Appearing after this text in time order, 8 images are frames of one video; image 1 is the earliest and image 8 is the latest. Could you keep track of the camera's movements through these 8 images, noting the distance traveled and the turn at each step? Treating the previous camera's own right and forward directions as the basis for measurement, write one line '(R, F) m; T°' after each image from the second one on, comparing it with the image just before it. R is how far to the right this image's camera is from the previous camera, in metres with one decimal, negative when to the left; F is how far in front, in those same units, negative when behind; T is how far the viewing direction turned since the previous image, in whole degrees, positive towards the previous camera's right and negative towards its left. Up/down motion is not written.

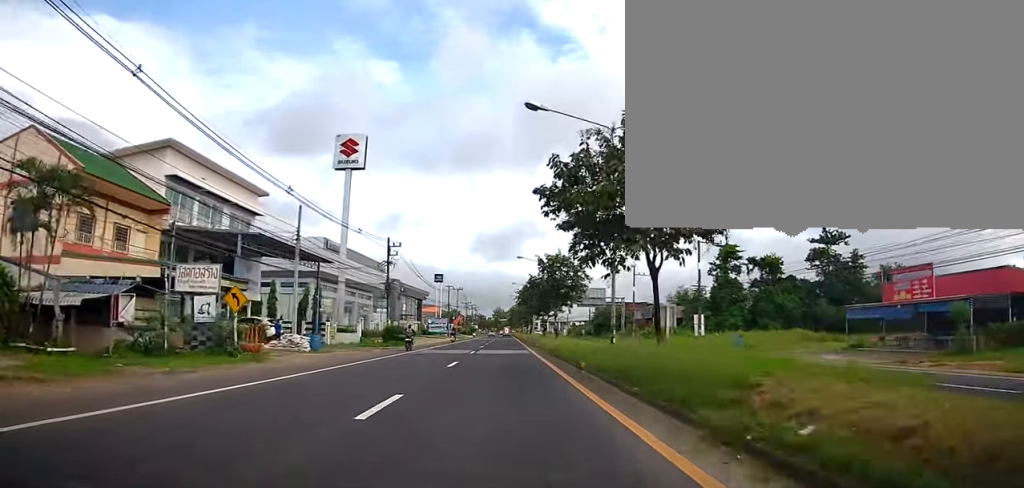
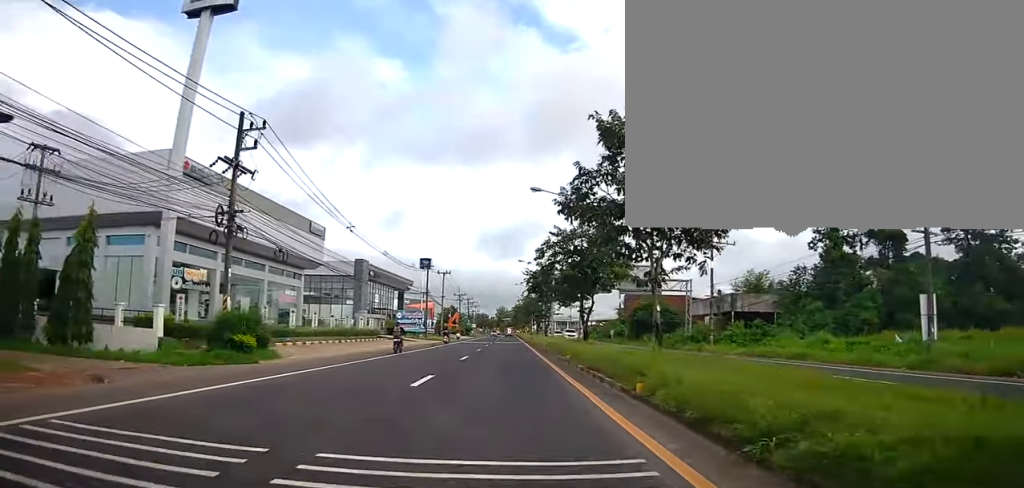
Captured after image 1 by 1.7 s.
(0.0, +31.5) m; 0°
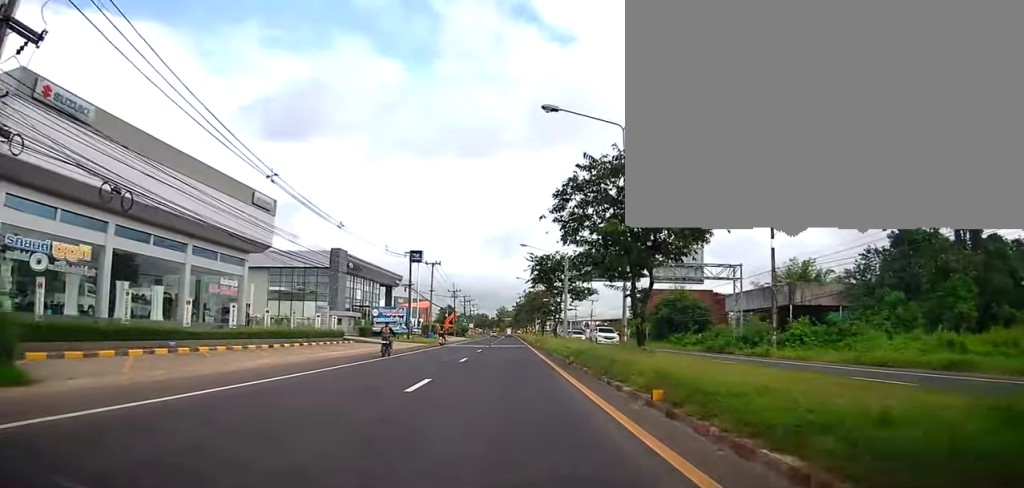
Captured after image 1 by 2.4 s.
(0.0, +12.9) m; 0°
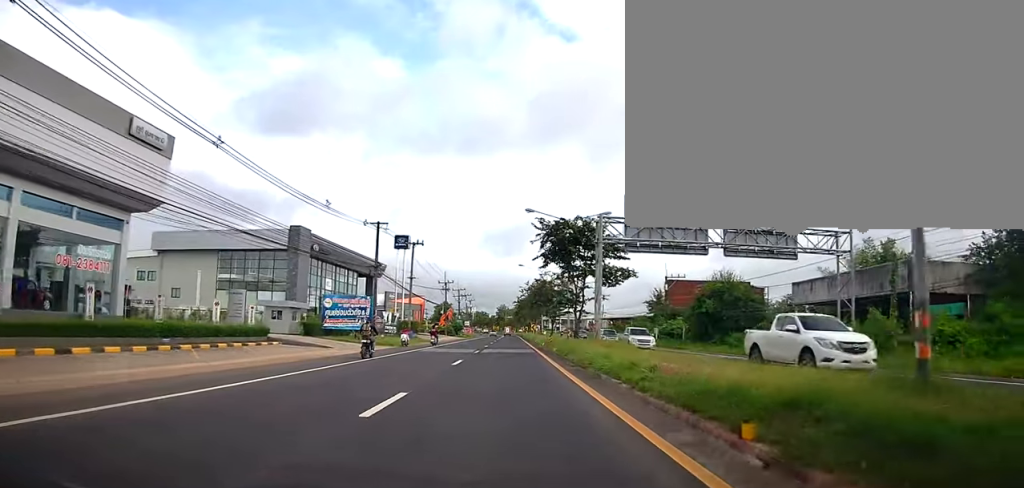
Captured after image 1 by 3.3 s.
(0.0, +15.7) m; 0°
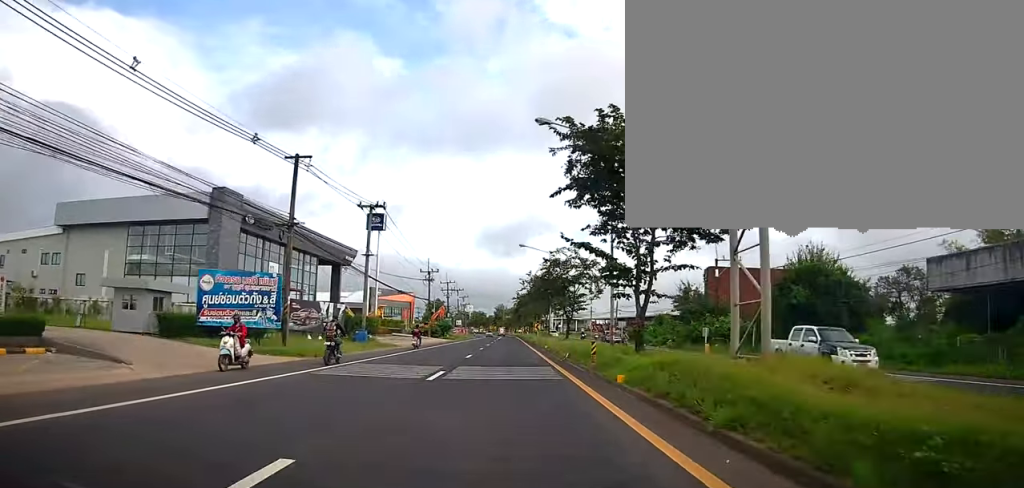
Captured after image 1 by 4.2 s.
(0.0, +17.8) m; -2°
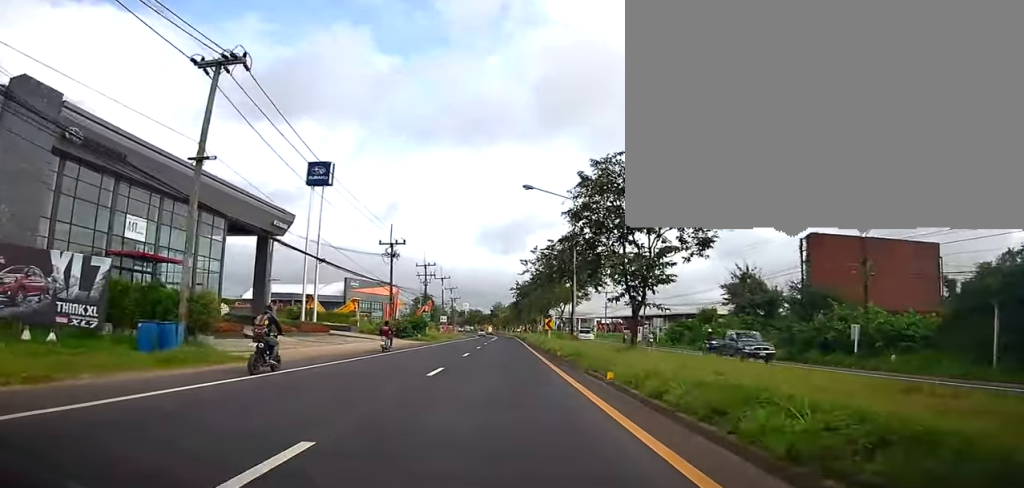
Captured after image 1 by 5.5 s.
(-0.5, +23.4) m; +1°
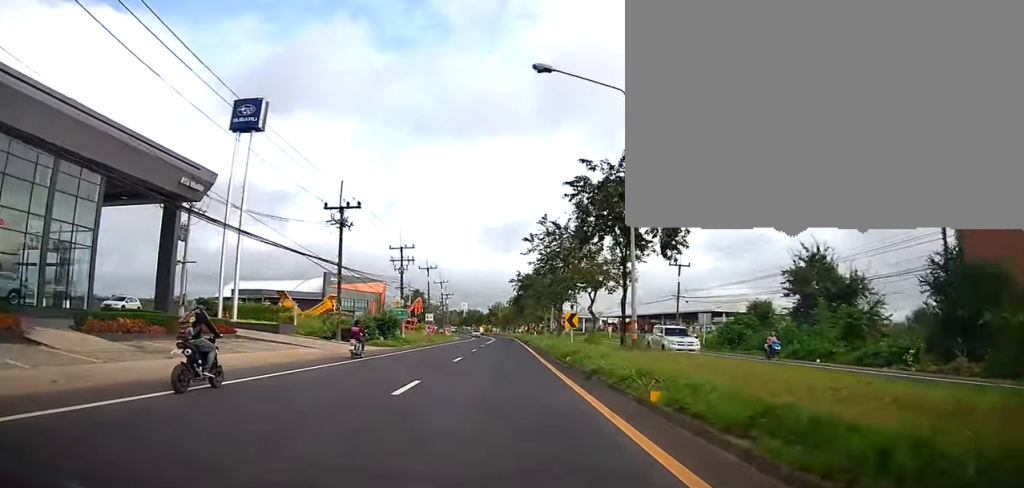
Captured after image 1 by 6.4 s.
(+0.5, +16.3) m; +2°
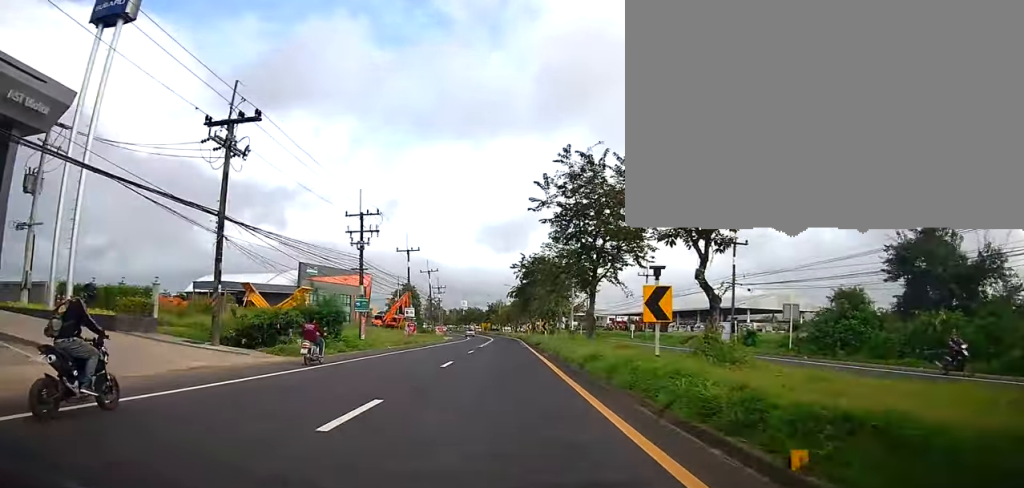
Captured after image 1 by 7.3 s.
(0.0, +16.3) m; 0°
